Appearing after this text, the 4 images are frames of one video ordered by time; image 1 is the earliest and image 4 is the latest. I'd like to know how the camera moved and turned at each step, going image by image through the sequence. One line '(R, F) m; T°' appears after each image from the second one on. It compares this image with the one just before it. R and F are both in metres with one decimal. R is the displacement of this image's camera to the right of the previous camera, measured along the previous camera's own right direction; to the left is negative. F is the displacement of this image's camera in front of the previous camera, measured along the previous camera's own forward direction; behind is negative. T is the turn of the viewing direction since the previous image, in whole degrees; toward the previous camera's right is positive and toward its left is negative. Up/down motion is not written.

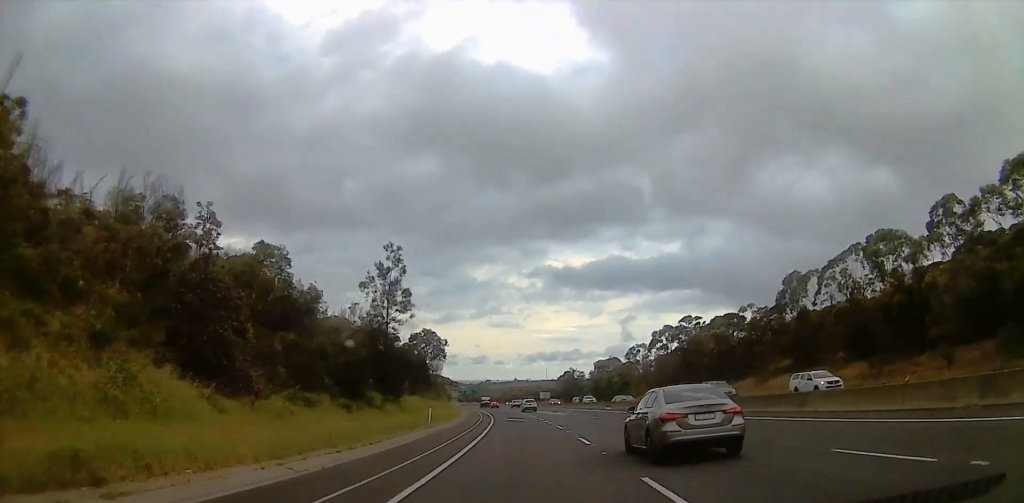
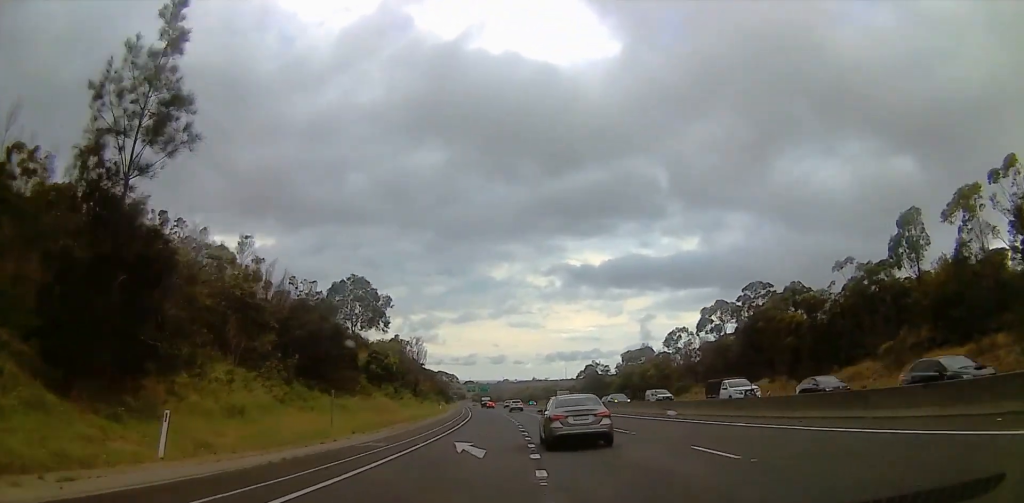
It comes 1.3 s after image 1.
(-0.1, +30.9) m; +1°
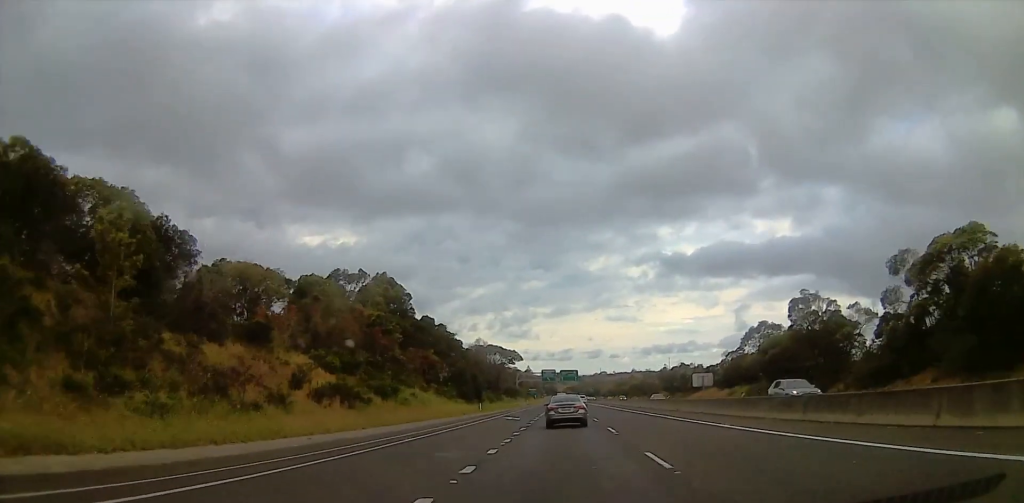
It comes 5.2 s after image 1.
(-10.4, +92.9) m; -10°
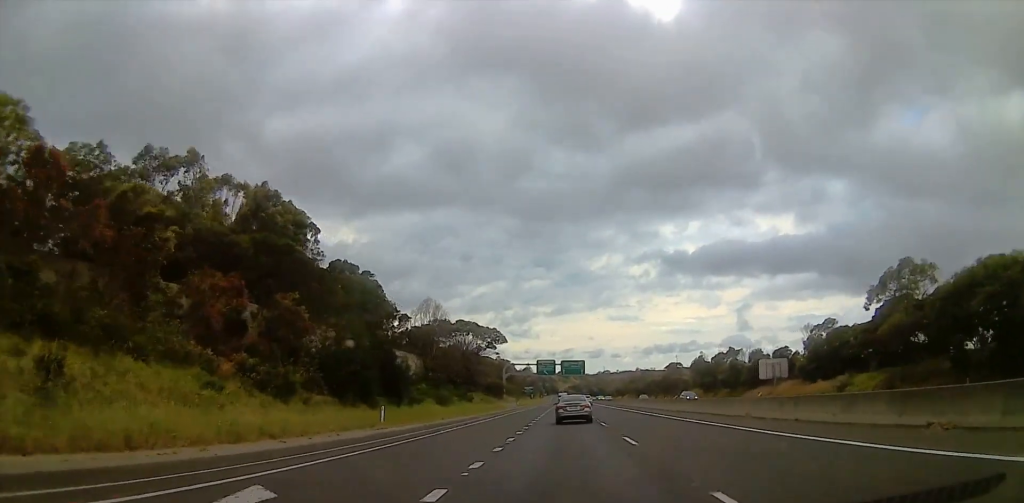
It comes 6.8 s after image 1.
(0.0, +42.2) m; 0°
